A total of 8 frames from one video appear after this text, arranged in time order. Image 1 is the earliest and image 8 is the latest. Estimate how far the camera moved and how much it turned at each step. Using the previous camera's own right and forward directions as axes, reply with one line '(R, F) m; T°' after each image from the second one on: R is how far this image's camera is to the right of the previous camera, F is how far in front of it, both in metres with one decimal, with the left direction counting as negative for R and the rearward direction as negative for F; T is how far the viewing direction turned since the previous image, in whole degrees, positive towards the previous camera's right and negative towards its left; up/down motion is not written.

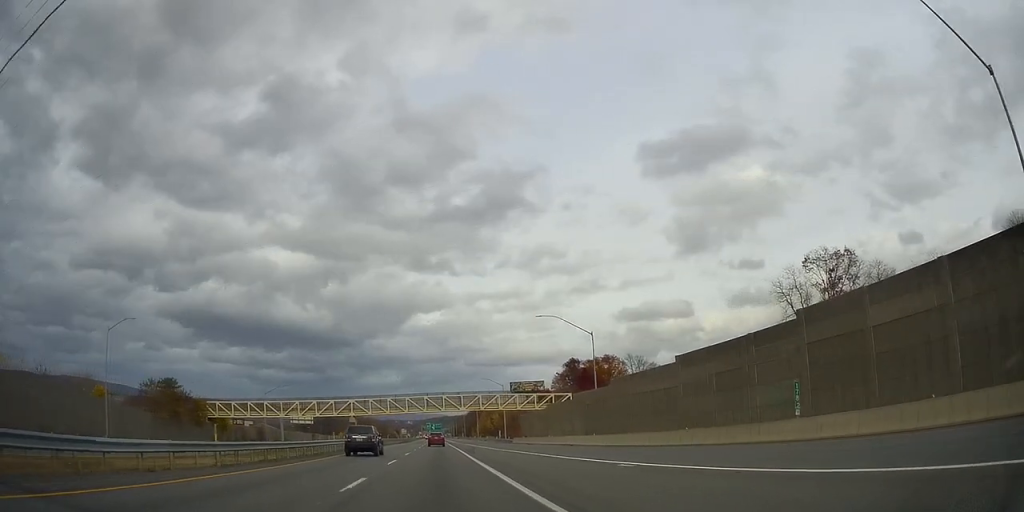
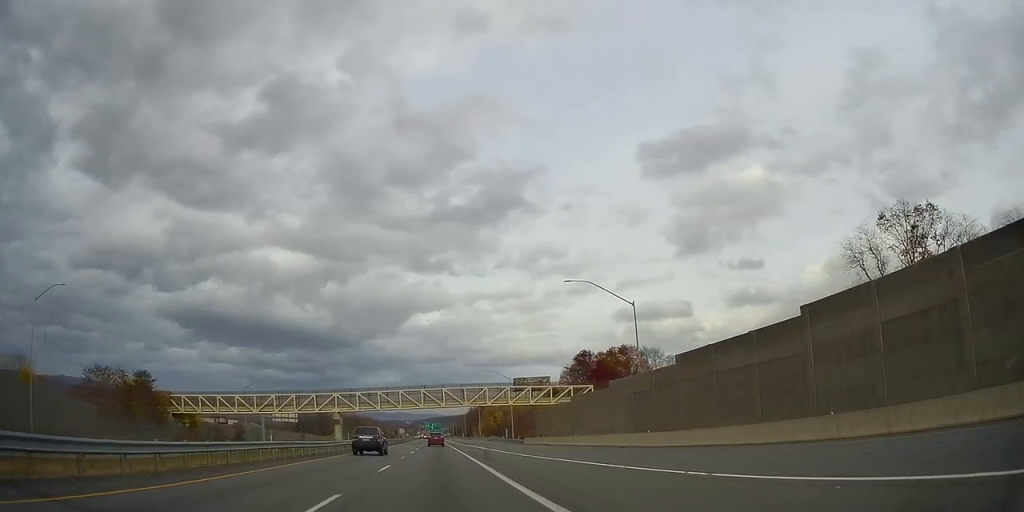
(0.0, +16.5) m; 0°
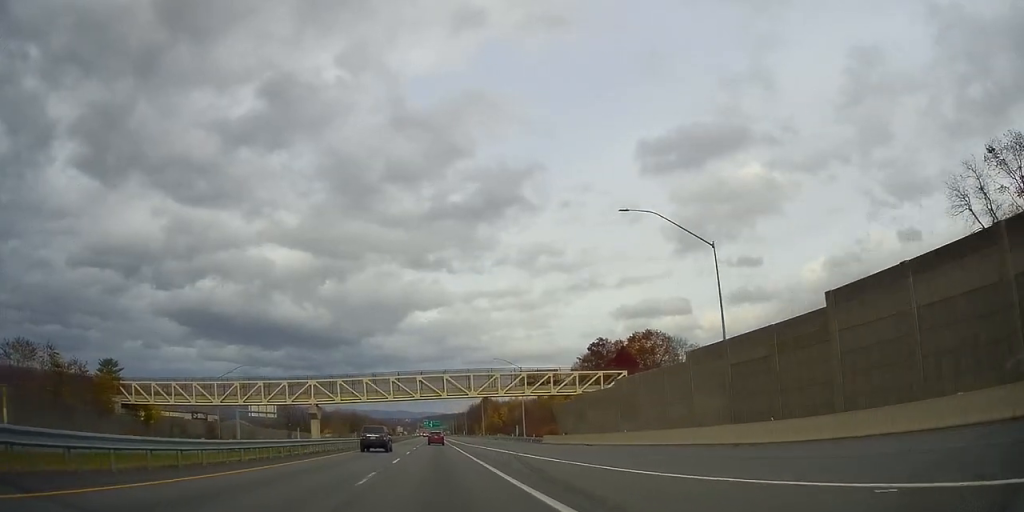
(-0.2, +18.0) m; 0°
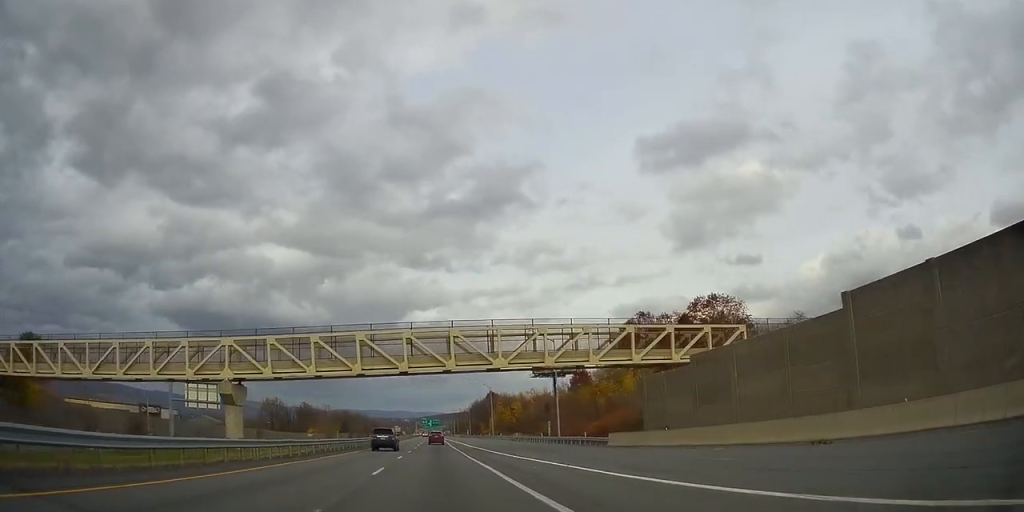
(+0.2, +32.5) m; +1°
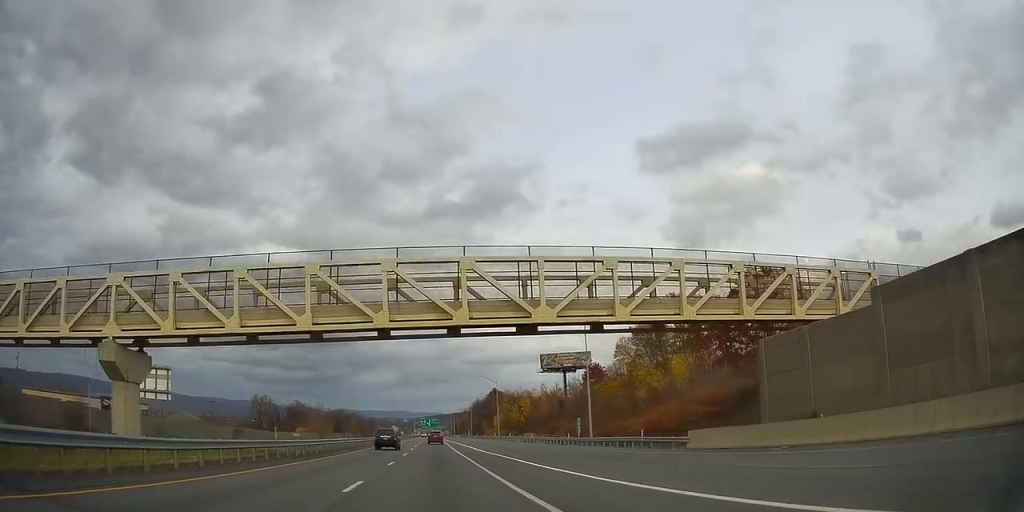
(+0.2, +17.5) m; 0°
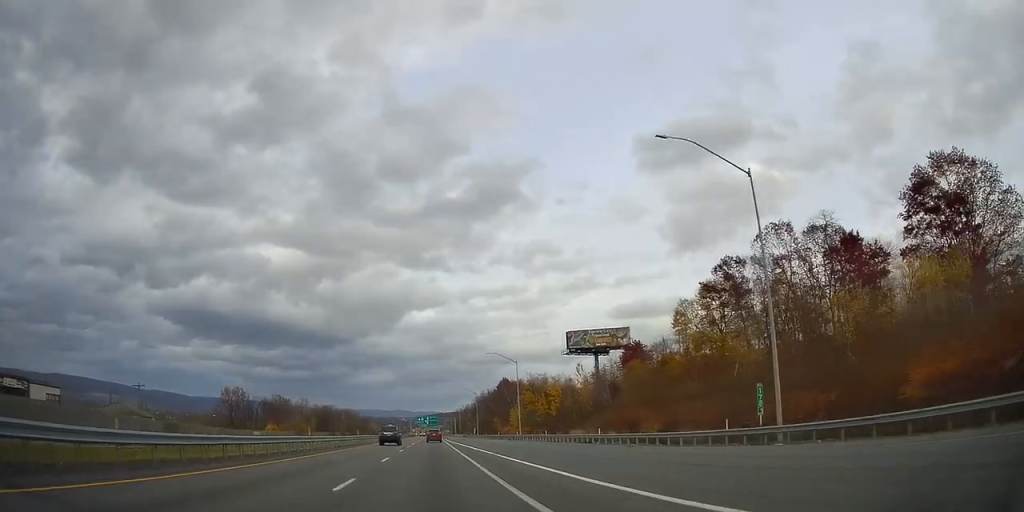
(-0.2, +37.4) m; -1°
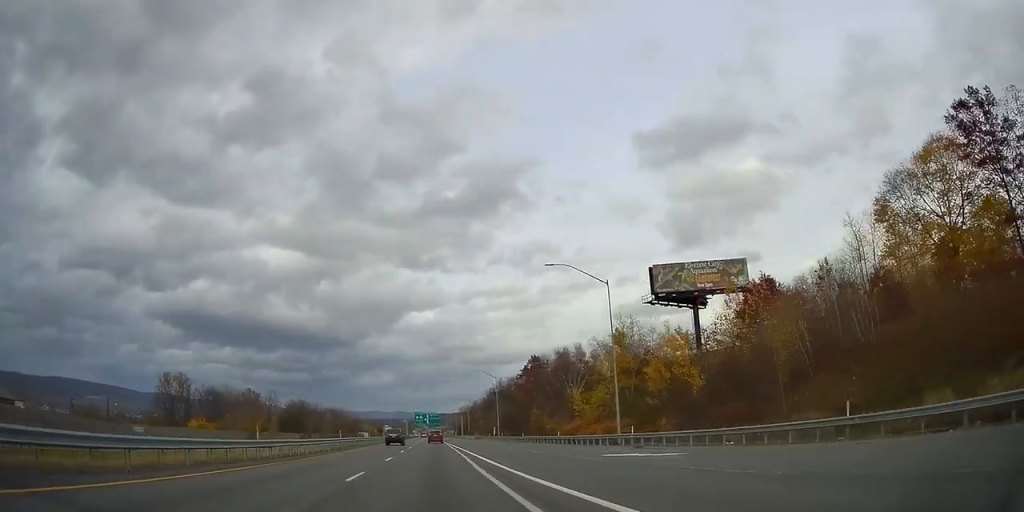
(+0.3, +57.3) m; +1°
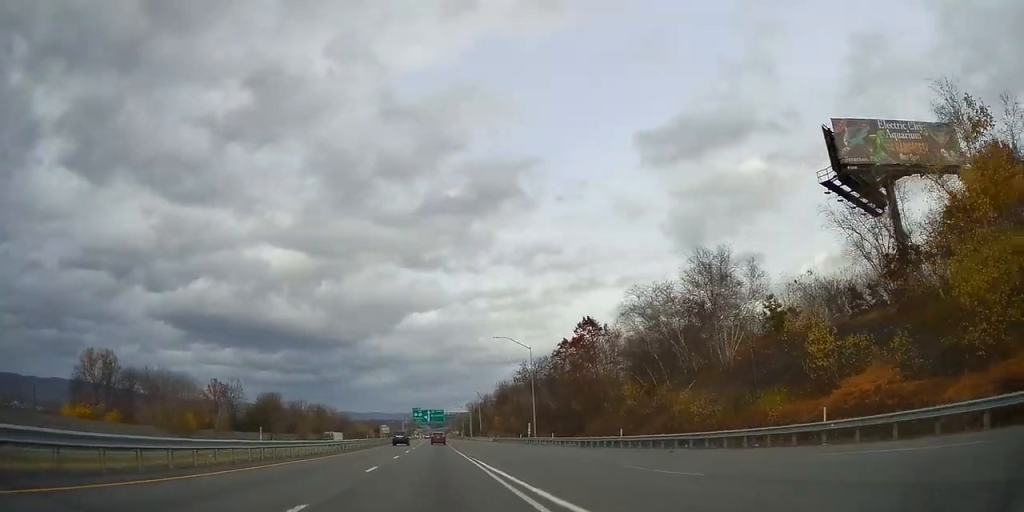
(-0.4, +45.4) m; -1°
